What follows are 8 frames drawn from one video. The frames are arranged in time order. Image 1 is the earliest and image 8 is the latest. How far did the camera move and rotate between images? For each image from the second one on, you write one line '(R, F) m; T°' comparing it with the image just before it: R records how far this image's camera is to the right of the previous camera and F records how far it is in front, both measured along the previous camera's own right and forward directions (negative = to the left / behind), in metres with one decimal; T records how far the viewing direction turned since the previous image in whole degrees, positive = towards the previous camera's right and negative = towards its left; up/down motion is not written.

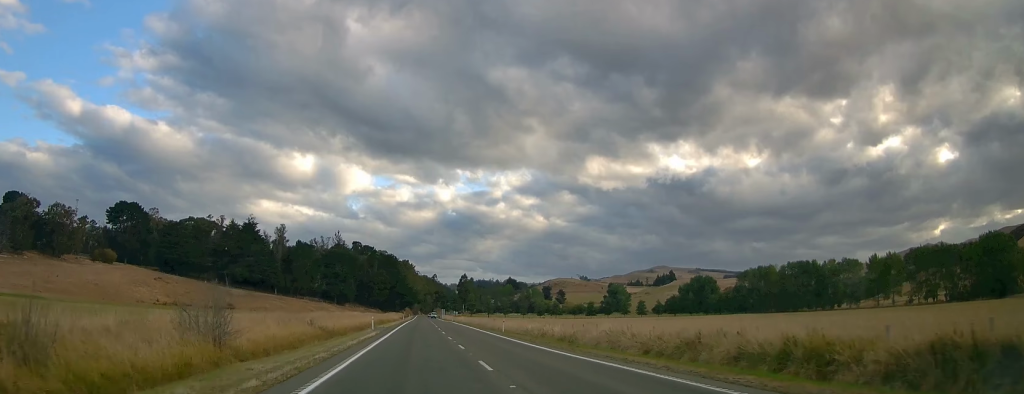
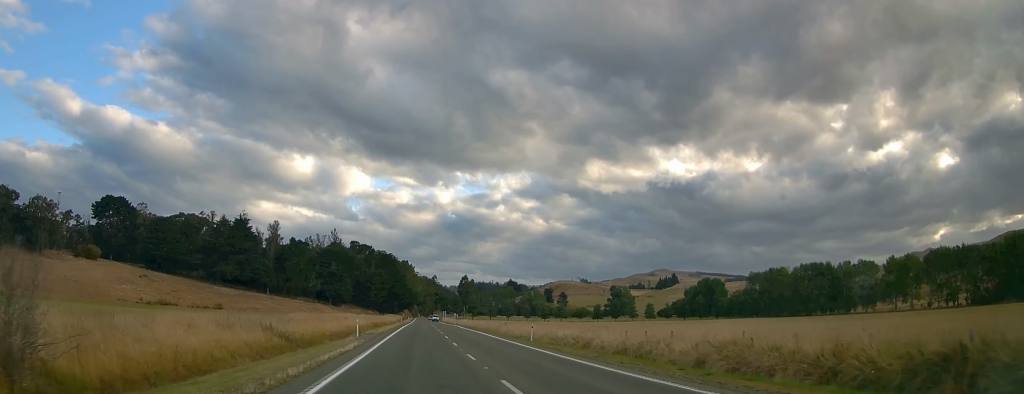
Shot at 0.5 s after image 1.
(0.0, +14.7) m; +1°
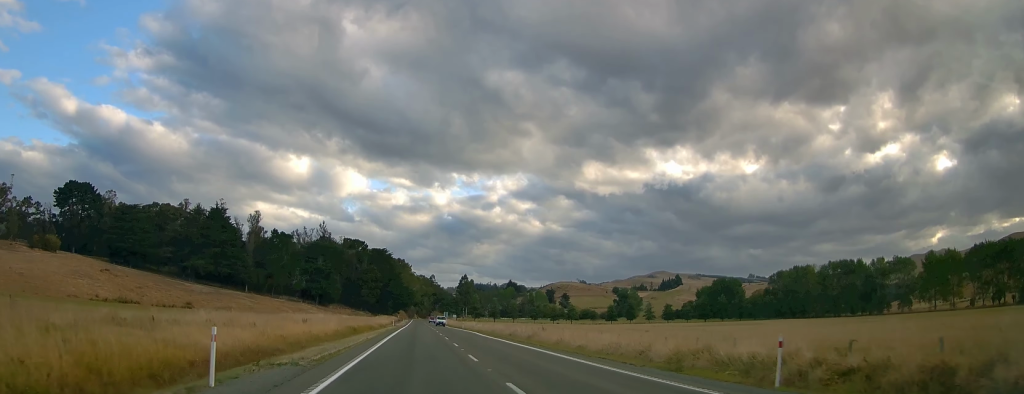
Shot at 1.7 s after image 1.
(+0.7, +31.2) m; +1°
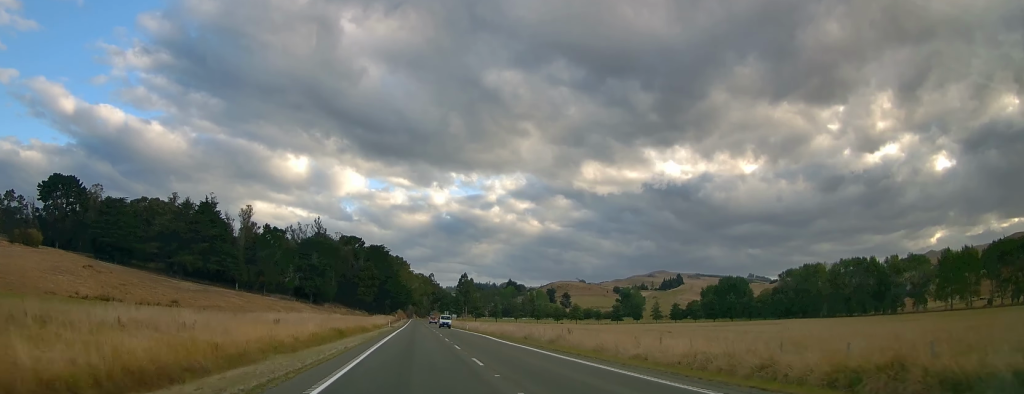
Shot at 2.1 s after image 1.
(+0.5, +12.0) m; 0°
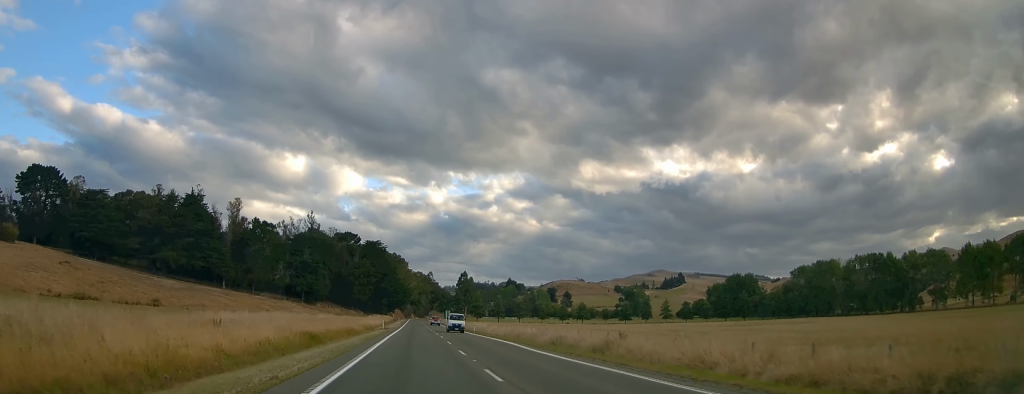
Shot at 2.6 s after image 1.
(-0.5, +14.6) m; -1°
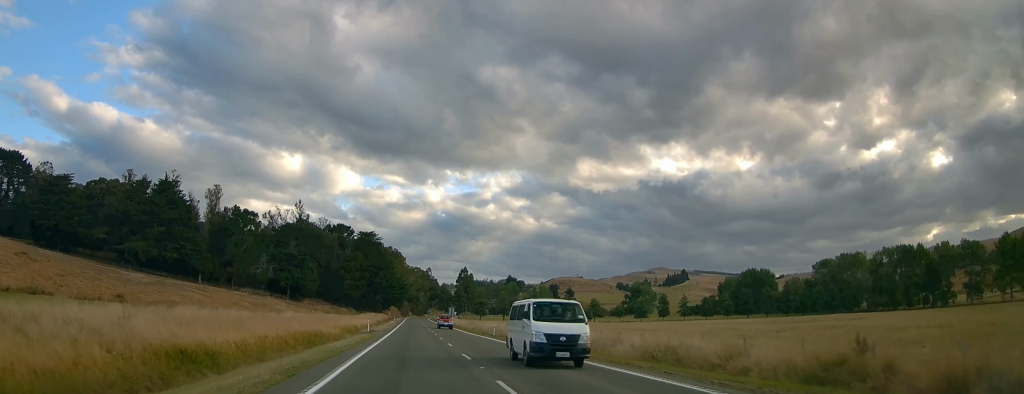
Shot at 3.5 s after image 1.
(-0.4, +23.7) m; 0°
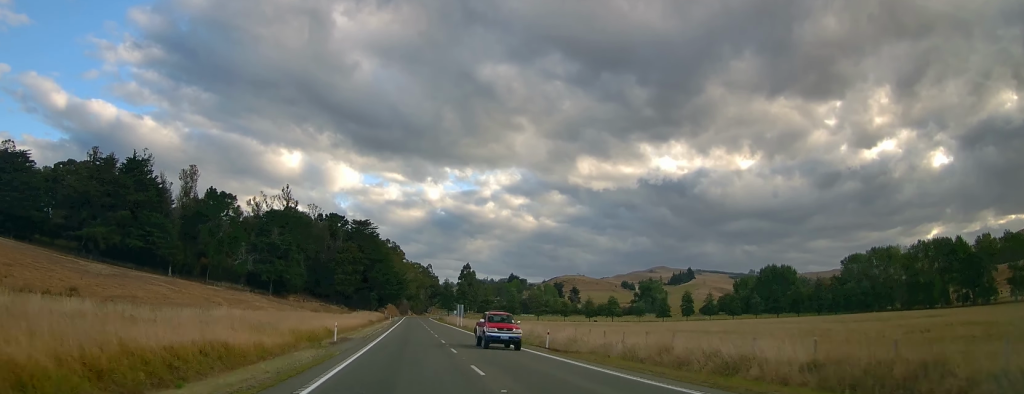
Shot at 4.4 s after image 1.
(+0.3, +25.5) m; +1°
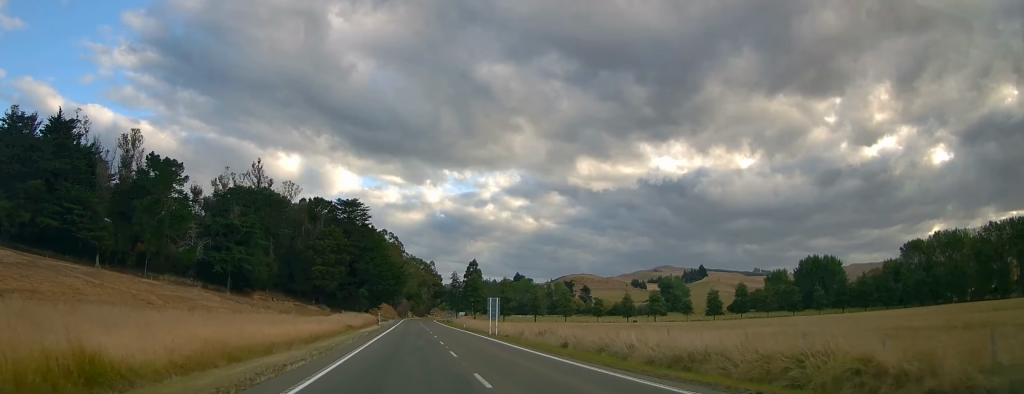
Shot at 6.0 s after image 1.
(-0.4, +43.7) m; -2°
